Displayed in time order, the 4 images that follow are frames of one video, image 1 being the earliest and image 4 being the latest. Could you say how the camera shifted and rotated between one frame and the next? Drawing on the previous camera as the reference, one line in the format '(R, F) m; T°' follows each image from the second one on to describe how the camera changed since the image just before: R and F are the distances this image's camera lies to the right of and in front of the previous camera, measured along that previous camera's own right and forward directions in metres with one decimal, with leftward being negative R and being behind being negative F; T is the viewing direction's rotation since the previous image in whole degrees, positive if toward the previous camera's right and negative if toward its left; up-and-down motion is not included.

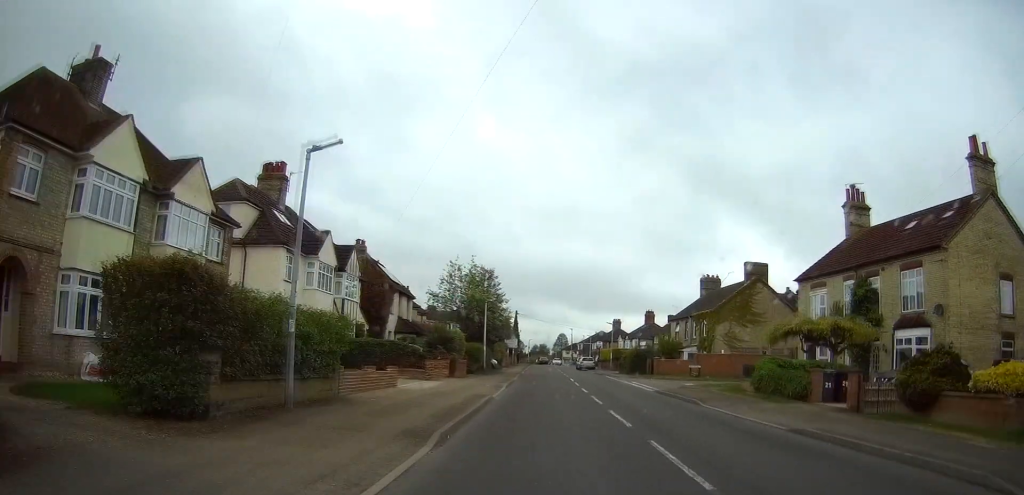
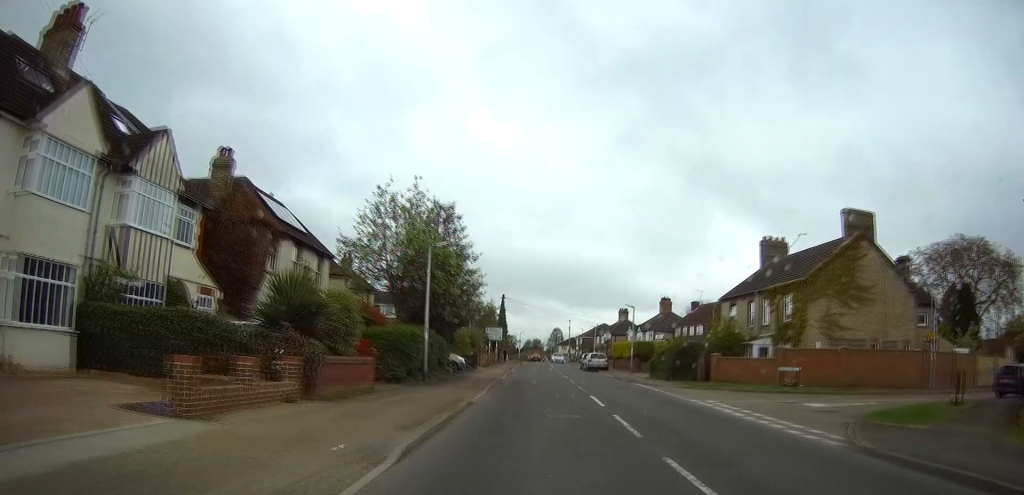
(+0.5, +20.4) m; -1°
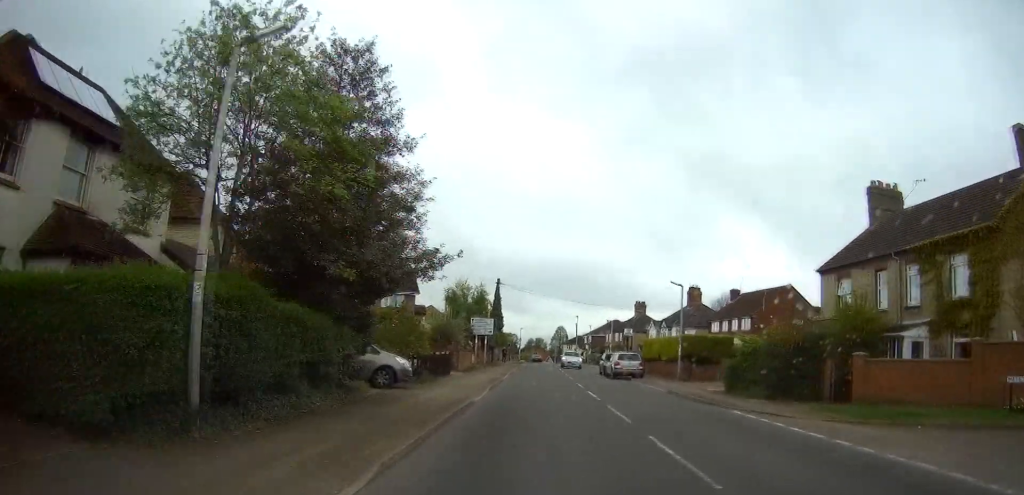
(+0.3, +16.2) m; +2°
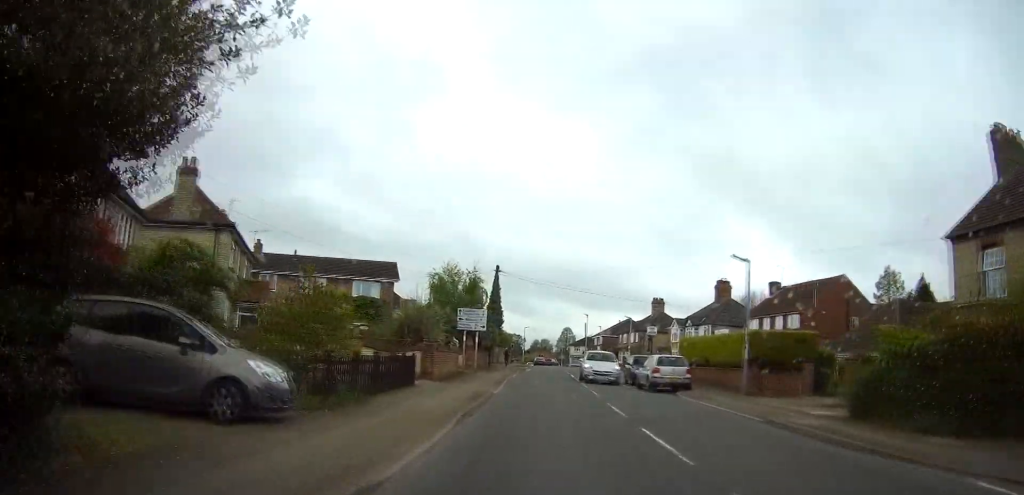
(0.0, +10.3) m; 0°
